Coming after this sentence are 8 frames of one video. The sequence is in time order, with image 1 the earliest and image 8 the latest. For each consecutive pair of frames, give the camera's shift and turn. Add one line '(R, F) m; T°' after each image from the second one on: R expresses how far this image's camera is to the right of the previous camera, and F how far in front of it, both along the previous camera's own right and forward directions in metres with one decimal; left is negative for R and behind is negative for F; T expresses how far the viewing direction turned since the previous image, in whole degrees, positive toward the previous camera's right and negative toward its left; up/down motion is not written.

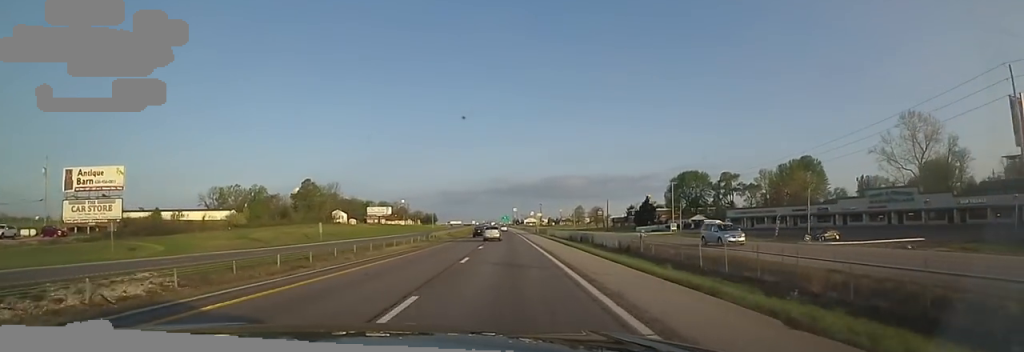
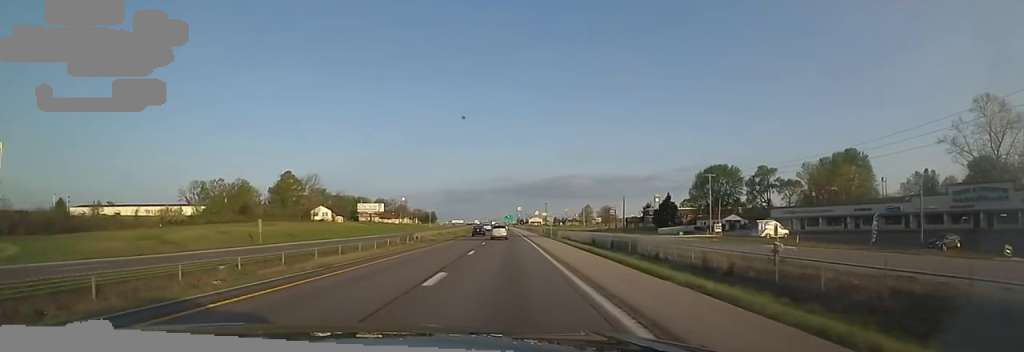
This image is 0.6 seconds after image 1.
(0.0, +19.6) m; +1°
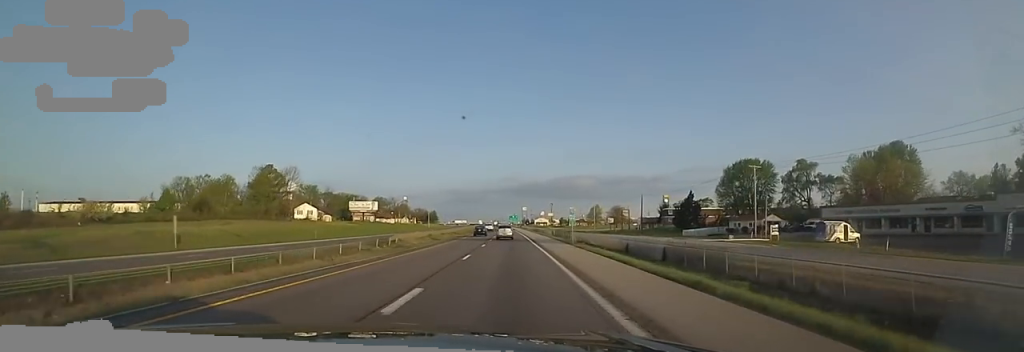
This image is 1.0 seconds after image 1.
(-0.1, +16.1) m; +1°
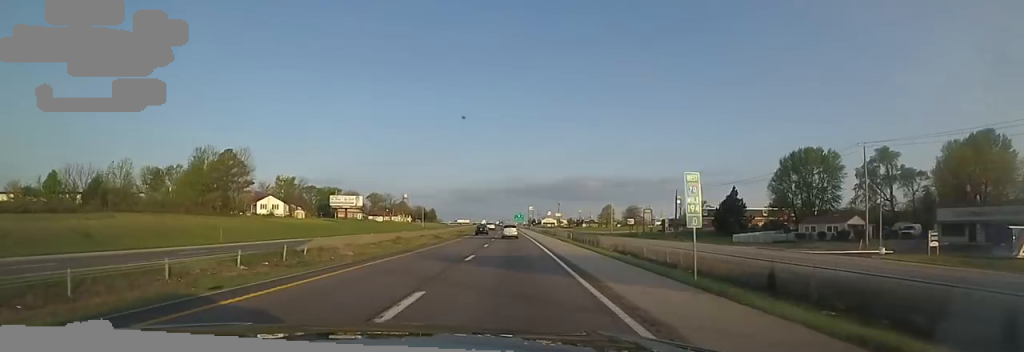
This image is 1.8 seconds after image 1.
(+0.9, +25.8) m; -1°
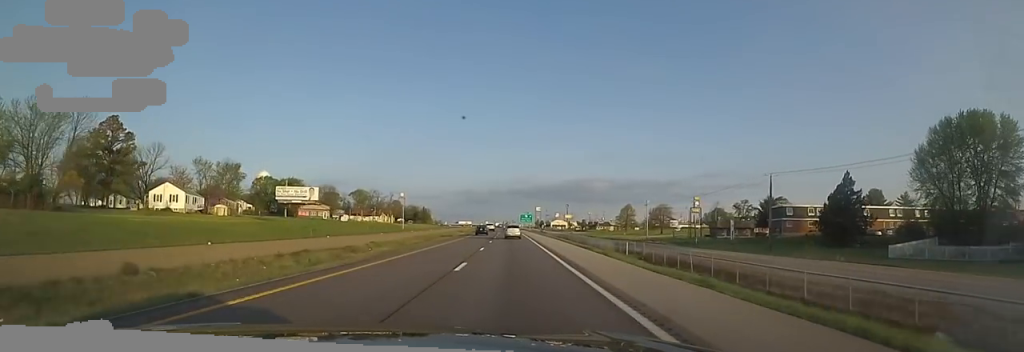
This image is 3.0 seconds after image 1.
(-1.5, +41.4) m; -3°
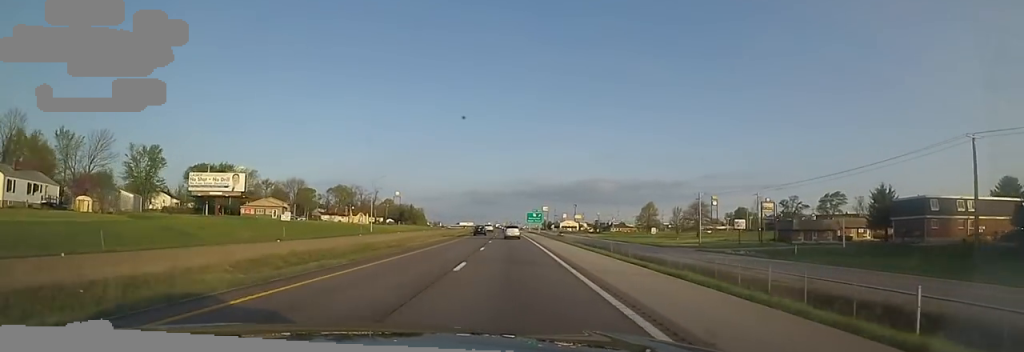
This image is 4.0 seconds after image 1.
(0.0, +35.6) m; +1°
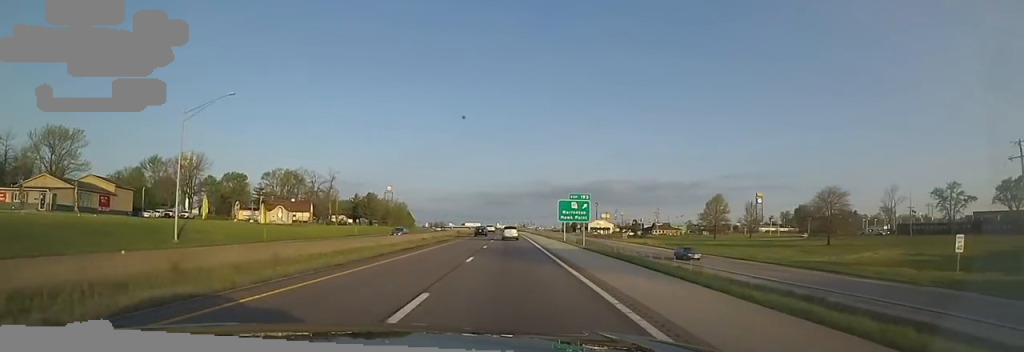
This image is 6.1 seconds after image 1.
(-1.2, +66.6) m; -4°
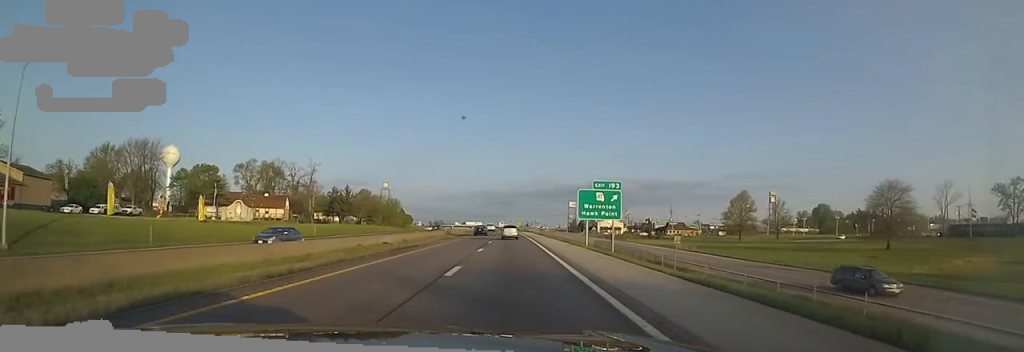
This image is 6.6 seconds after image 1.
(-0.4, +17.6) m; 0°
